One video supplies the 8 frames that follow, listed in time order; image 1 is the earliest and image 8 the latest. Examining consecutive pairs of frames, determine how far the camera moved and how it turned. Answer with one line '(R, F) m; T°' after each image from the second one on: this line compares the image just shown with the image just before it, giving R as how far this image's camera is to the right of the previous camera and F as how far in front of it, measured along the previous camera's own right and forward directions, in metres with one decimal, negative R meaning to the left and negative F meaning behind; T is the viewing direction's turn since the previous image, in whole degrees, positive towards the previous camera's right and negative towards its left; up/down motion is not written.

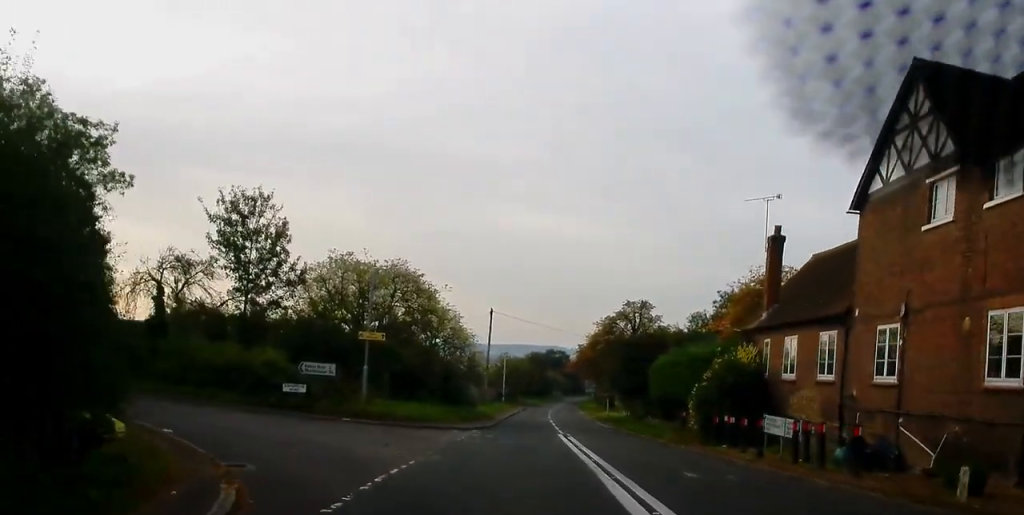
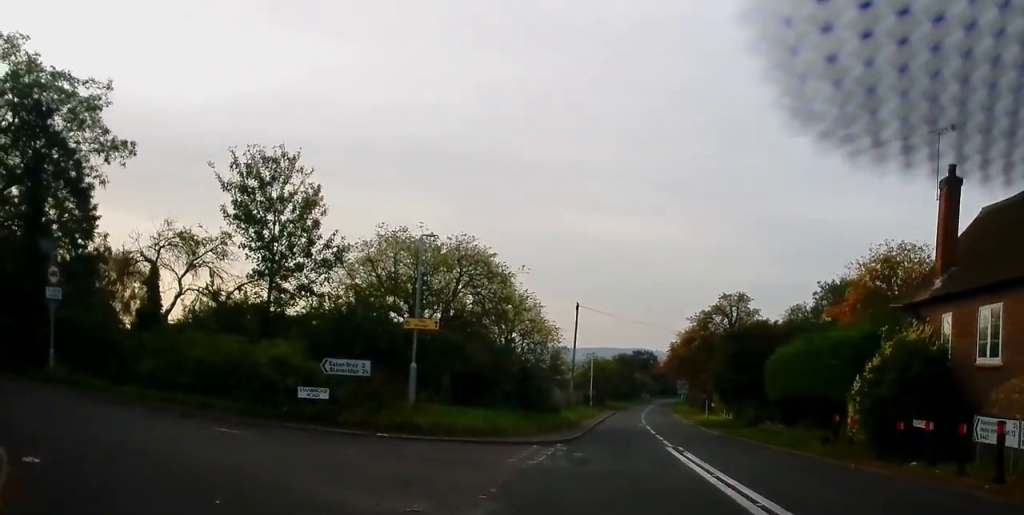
(-0.2, +7.4) m; -4°
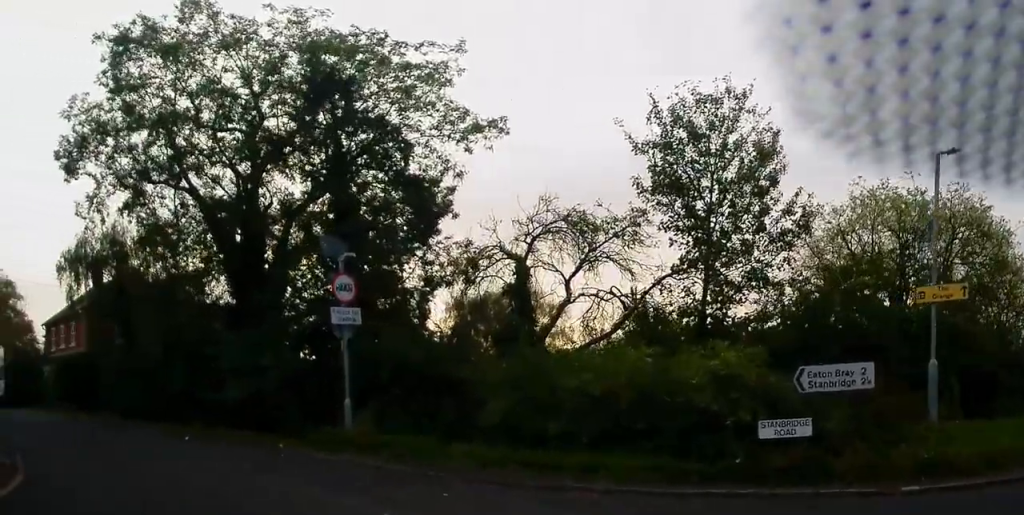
(-1.4, +9.3) m; -22°
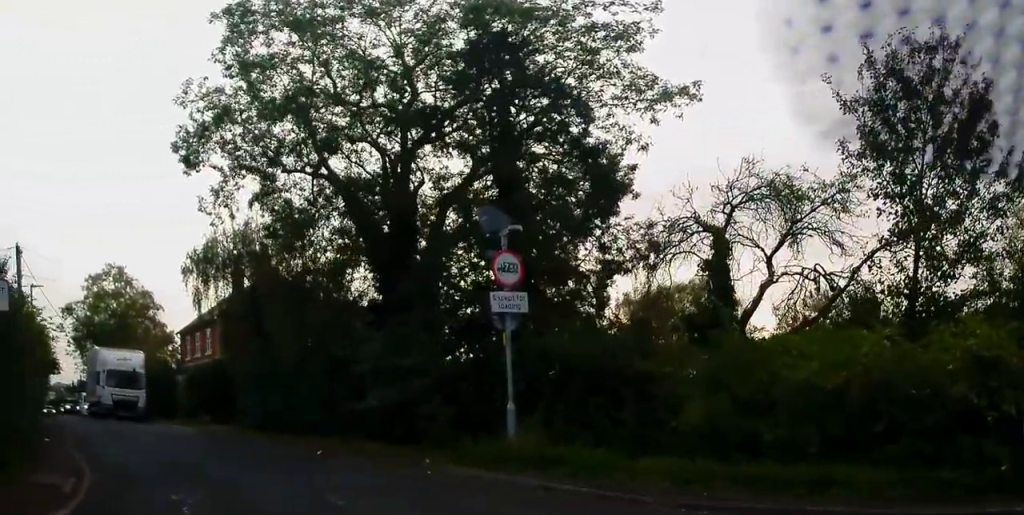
(-0.1, +2.8) m; -12°
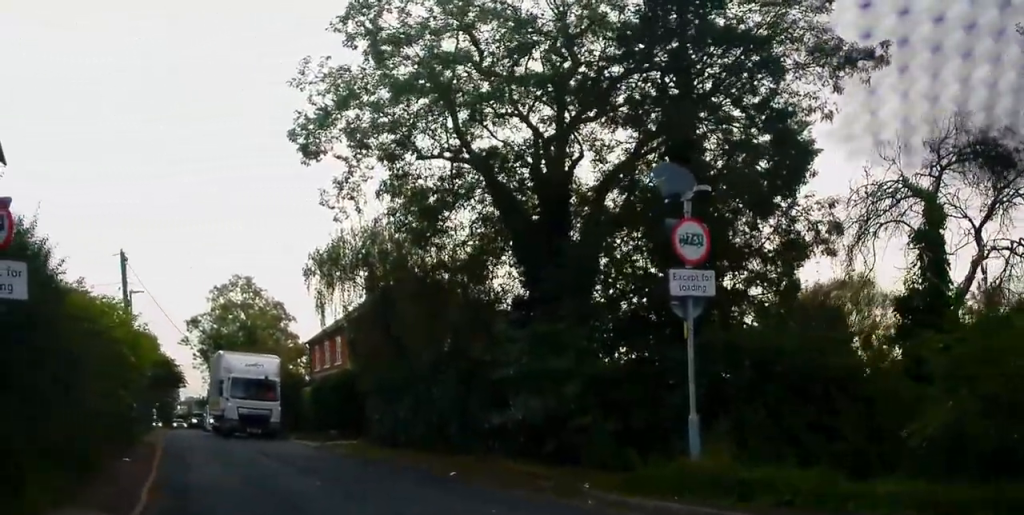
(-0.3, +2.6) m; -14°
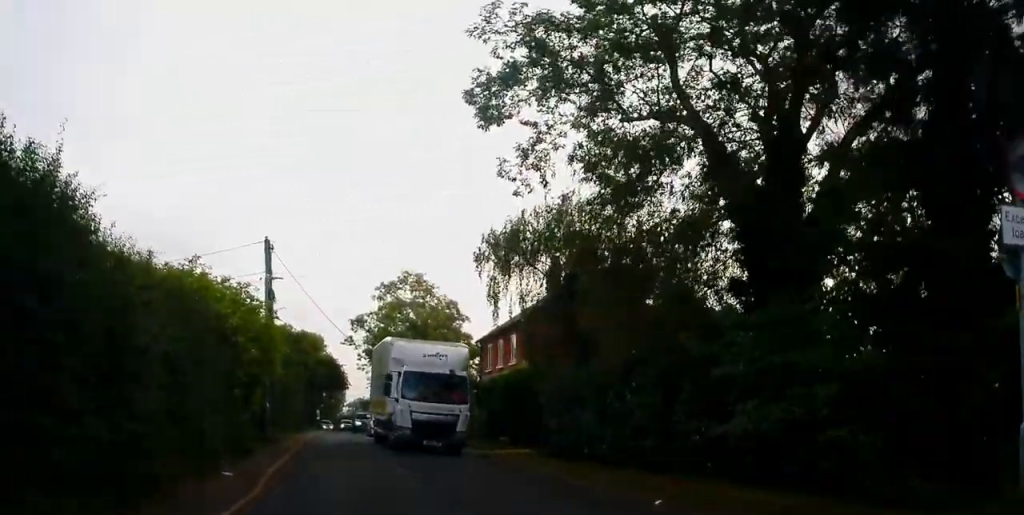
(-0.6, +3.5) m; -20°
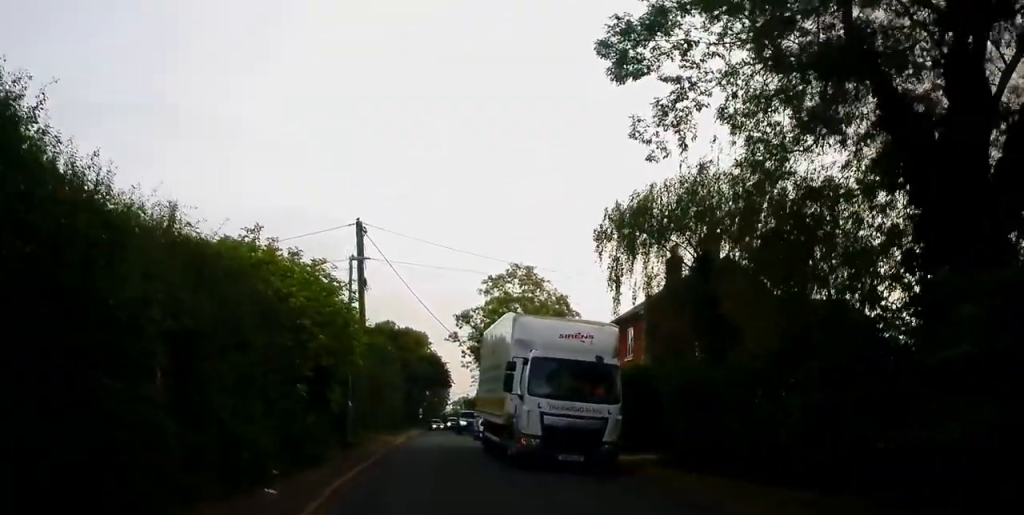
(-0.7, +3.0) m; -5°
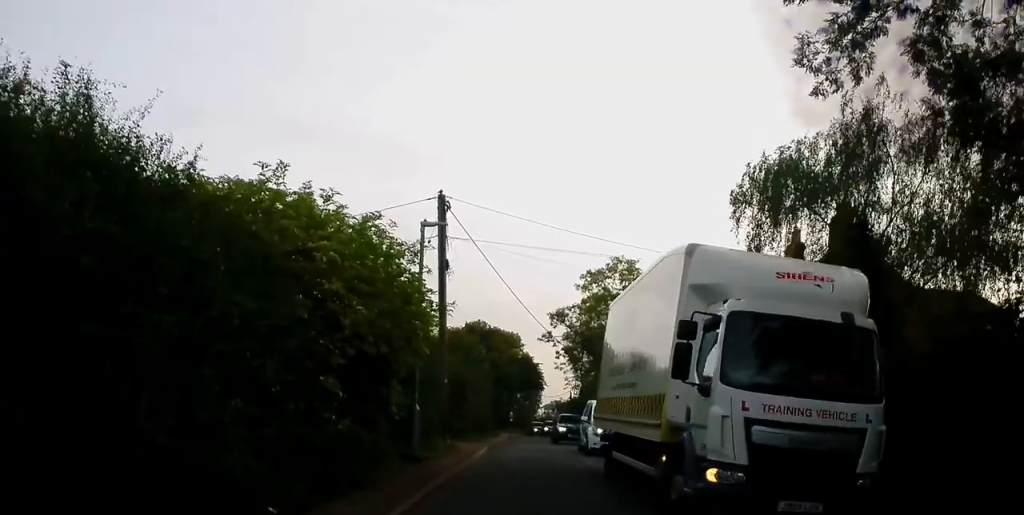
(+0.1, +4.1) m; -1°
